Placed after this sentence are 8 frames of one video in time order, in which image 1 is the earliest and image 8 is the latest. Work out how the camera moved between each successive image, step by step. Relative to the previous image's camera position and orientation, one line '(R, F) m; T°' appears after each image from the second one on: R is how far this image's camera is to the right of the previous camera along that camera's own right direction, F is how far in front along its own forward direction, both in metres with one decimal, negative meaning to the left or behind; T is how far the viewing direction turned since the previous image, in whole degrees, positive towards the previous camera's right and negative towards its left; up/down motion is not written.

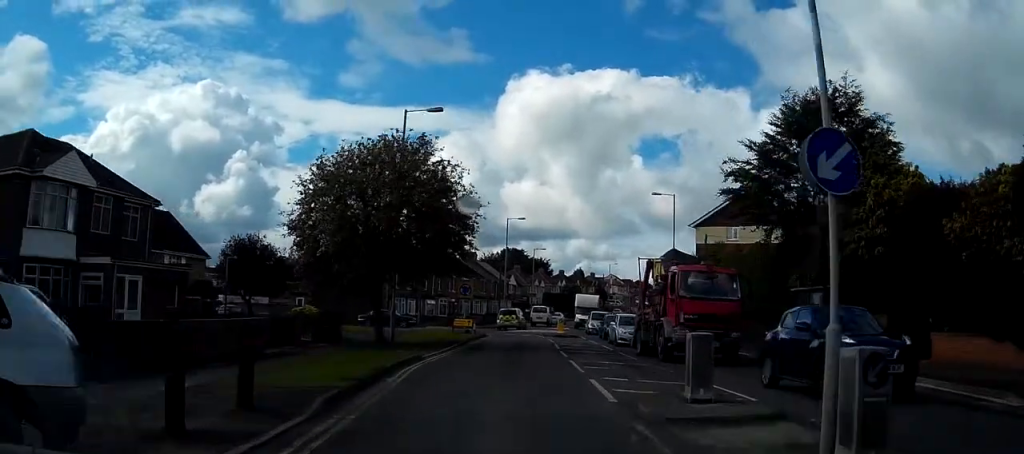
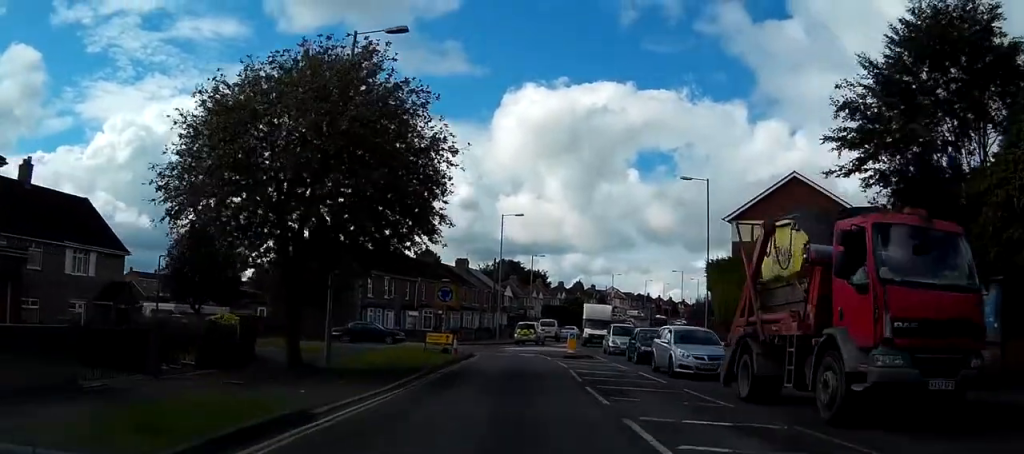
(-0.2, +10.5) m; -1°
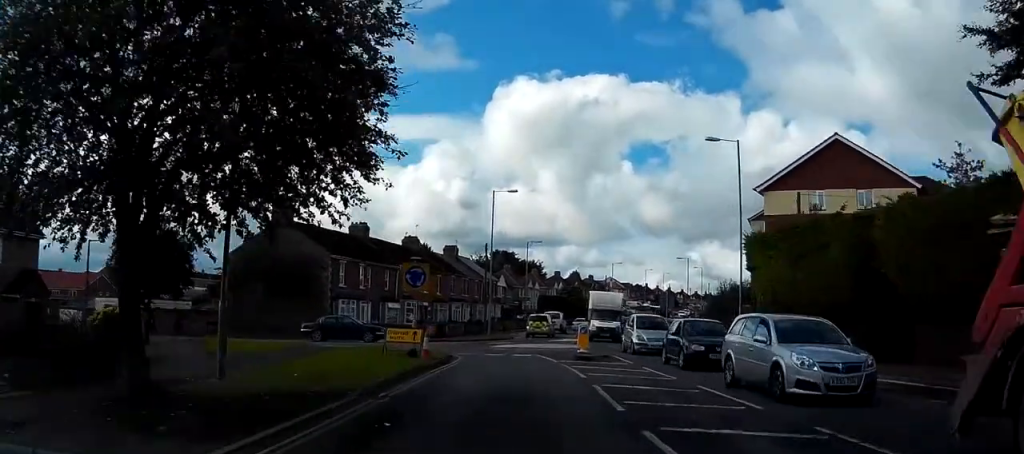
(0.0, +7.4) m; 0°
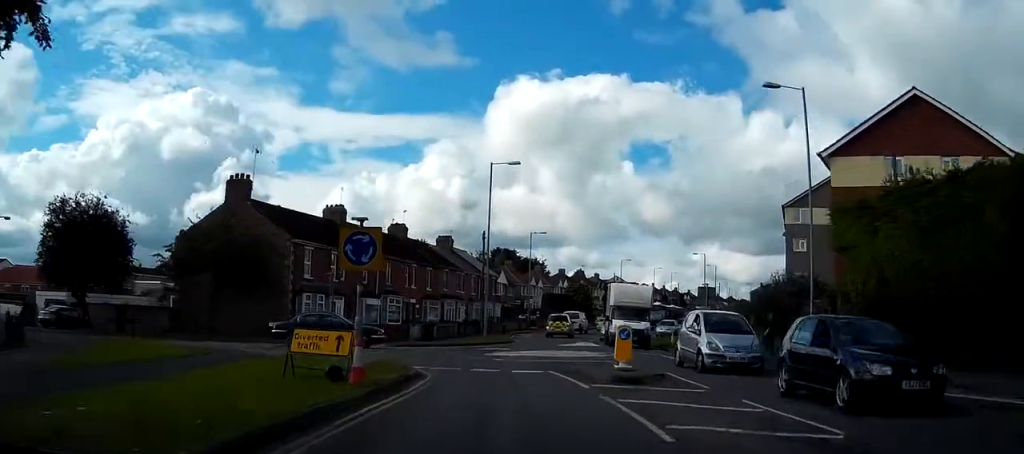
(0.0, +8.7) m; -1°
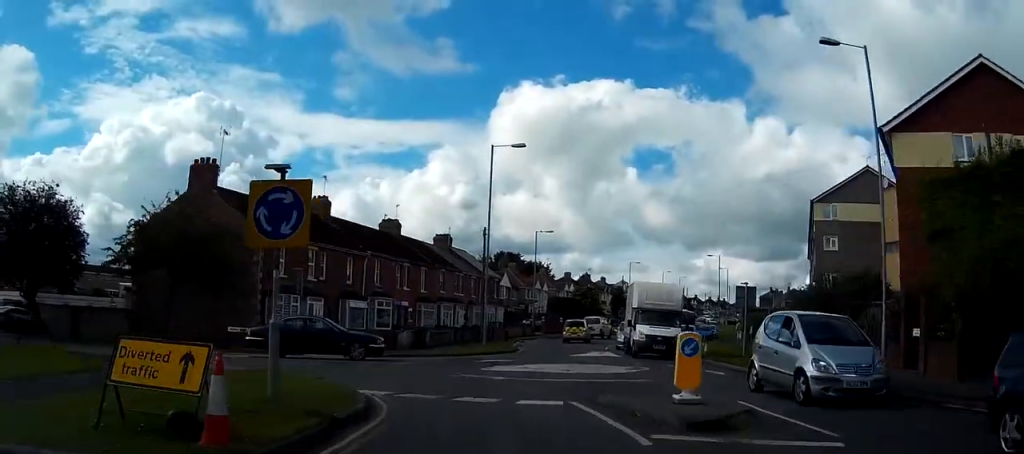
(-0.1, +5.3) m; -2°
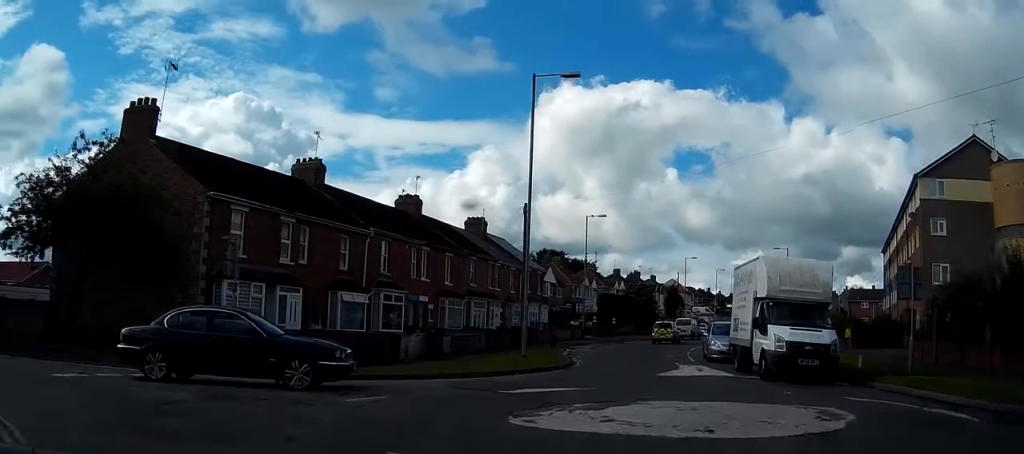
(-0.7, +11.0) m; -2°
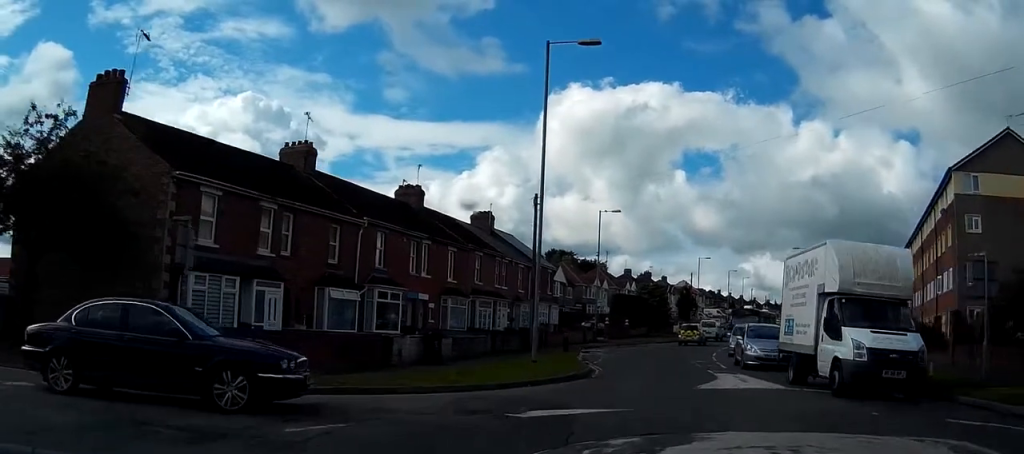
(+0.2, +3.5) m; +3°
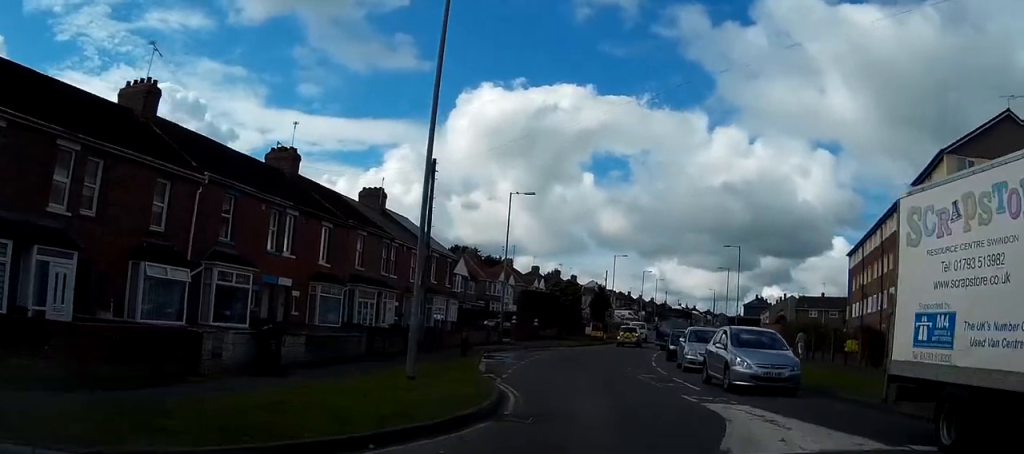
(+0.4, +8.4) m; +7°
